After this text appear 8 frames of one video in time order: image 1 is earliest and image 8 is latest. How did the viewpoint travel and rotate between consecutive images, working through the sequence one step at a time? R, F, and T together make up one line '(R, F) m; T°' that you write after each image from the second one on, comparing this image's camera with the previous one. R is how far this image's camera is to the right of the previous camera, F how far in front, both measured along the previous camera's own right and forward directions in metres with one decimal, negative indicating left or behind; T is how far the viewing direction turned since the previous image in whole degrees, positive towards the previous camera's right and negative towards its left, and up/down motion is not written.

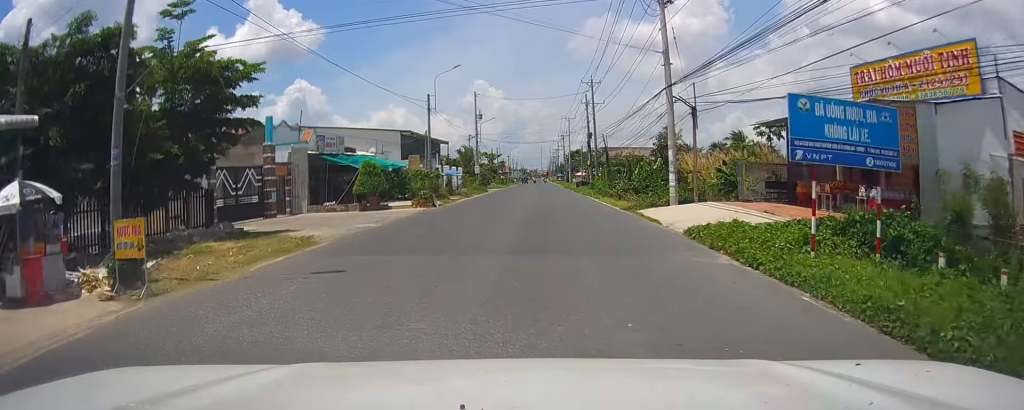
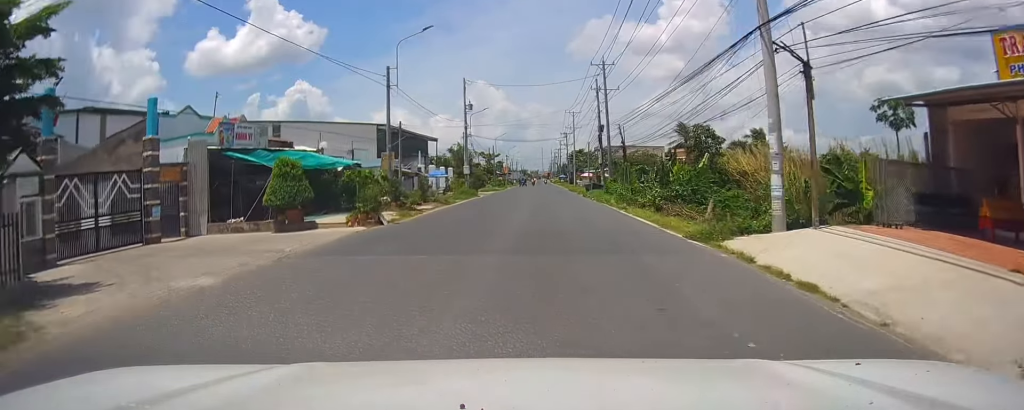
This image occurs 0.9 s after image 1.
(+0.2, +12.2) m; -1°
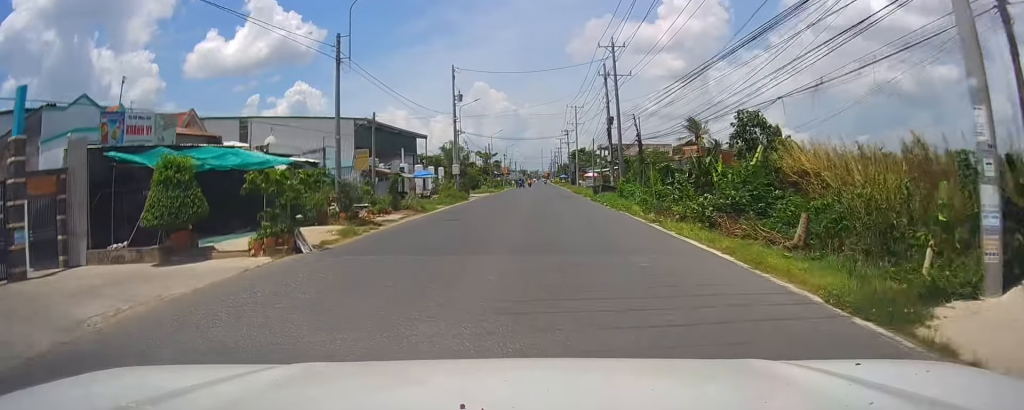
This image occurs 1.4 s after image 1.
(-0.2, +7.6) m; 0°
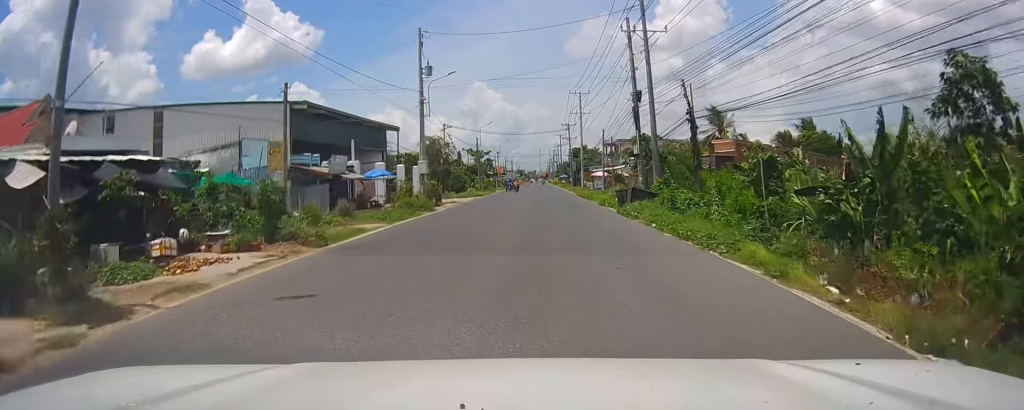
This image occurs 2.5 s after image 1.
(+0.1, +15.7) m; +1°
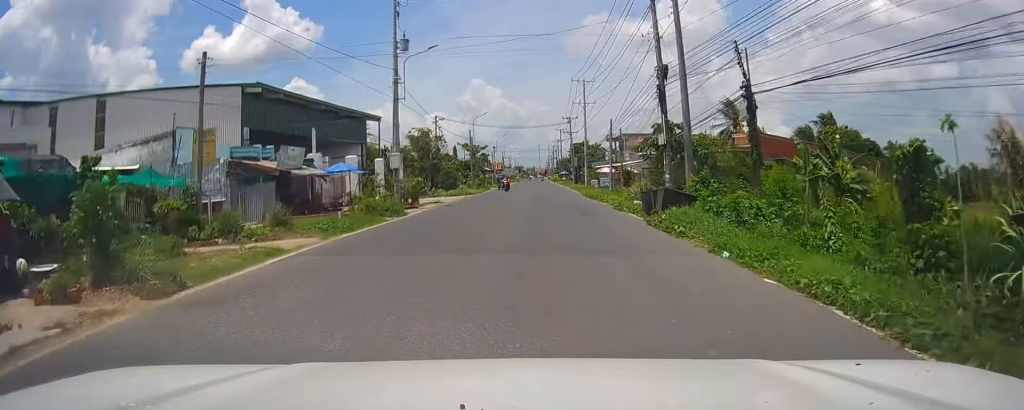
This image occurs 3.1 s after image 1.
(+0.1, +7.5) m; +1°
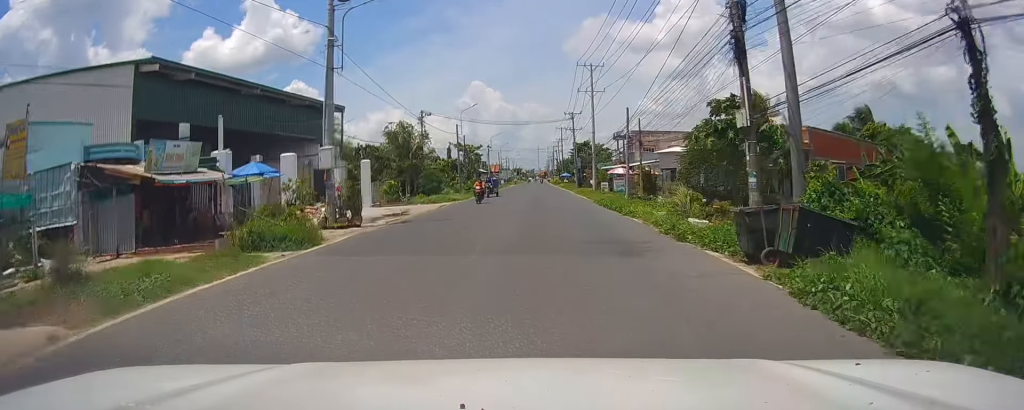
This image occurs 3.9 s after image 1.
(-0.1, +11.4) m; +1°
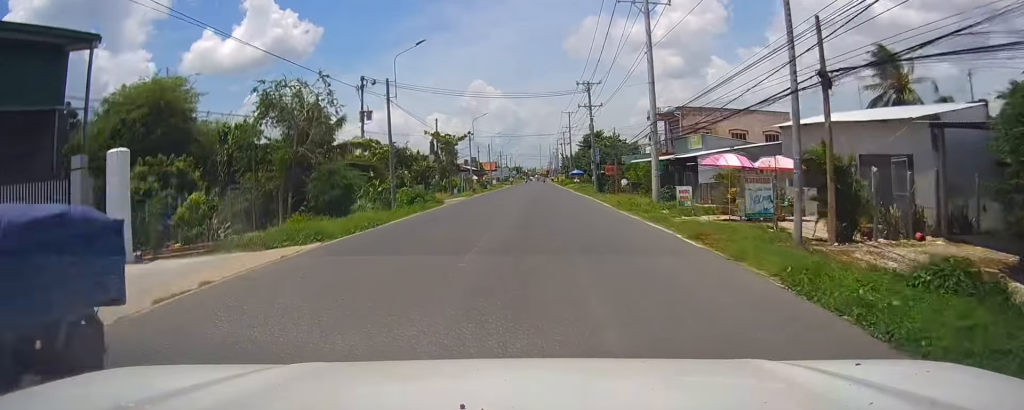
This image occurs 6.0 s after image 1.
(-1.0, +31.0) m; -3°
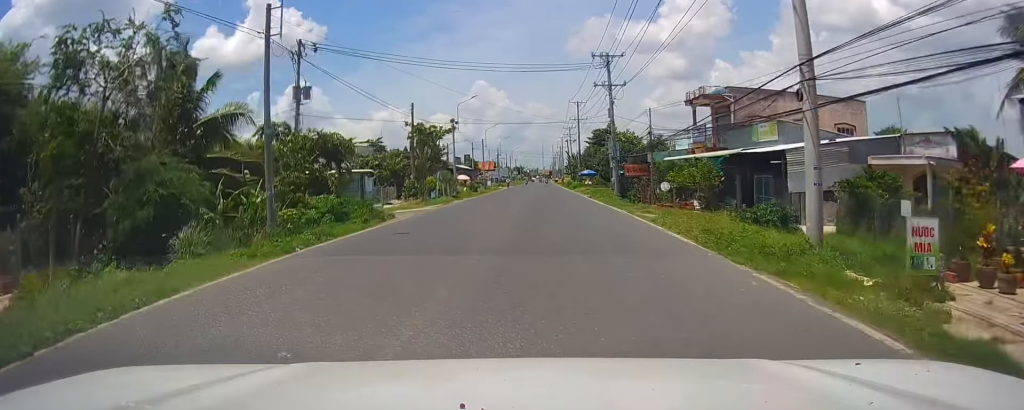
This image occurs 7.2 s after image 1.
(+0.3, +16.6) m; 0°
